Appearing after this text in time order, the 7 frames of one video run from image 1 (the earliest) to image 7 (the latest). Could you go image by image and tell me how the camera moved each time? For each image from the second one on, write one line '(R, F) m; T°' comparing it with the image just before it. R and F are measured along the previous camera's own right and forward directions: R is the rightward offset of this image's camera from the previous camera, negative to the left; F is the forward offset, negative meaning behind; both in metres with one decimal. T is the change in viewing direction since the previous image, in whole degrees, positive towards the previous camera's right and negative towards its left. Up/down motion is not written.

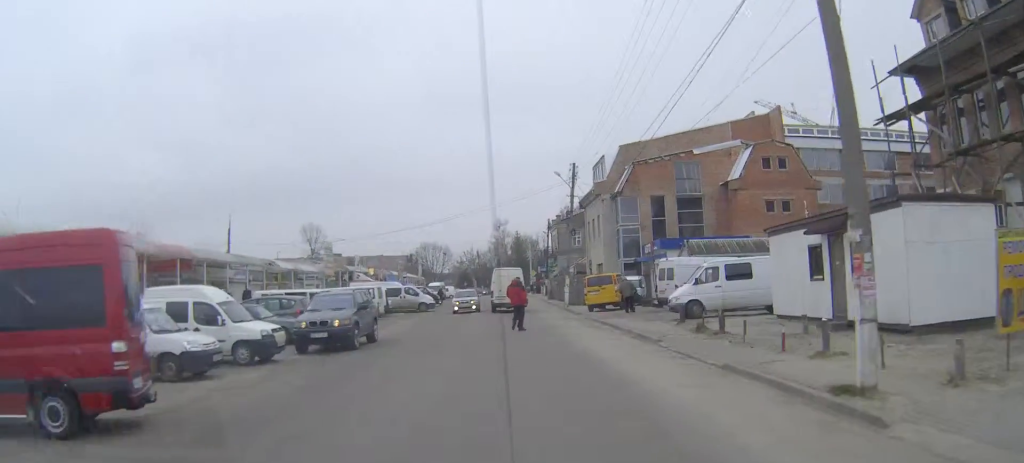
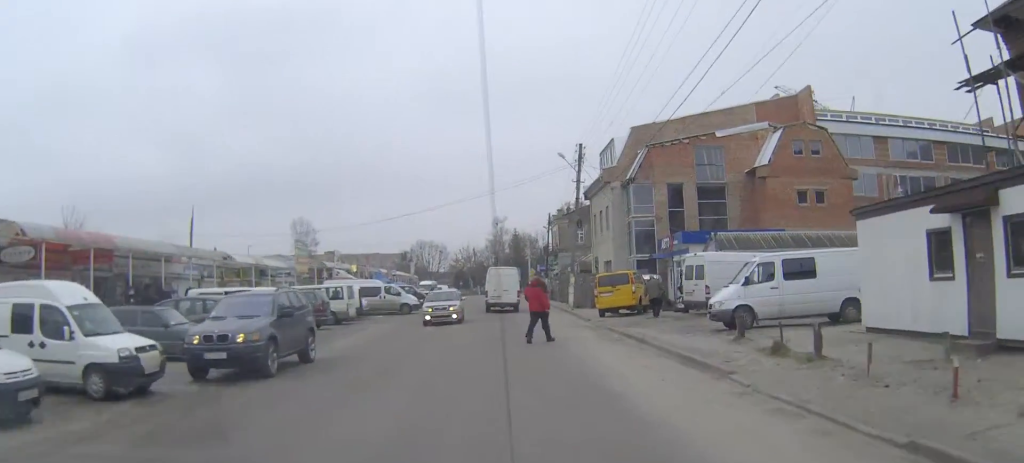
(0.0, +7.1) m; 0°
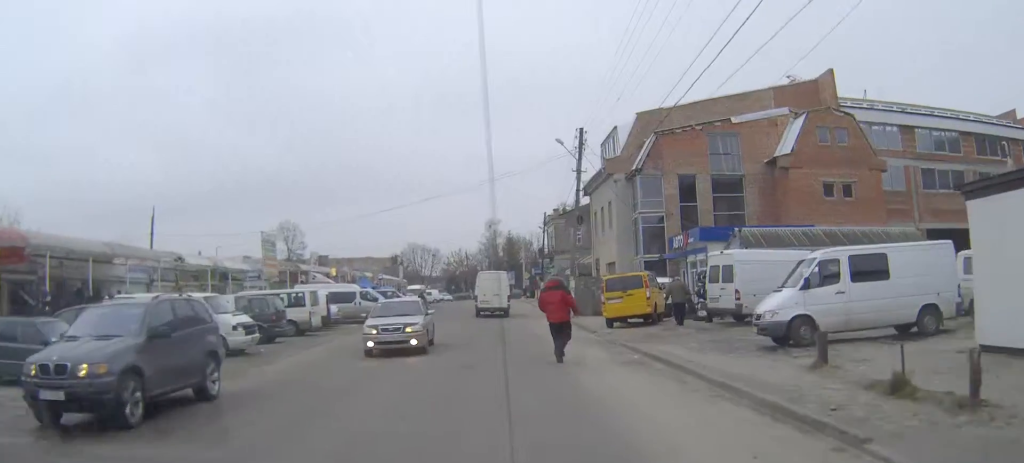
(0.0, +5.8) m; 0°
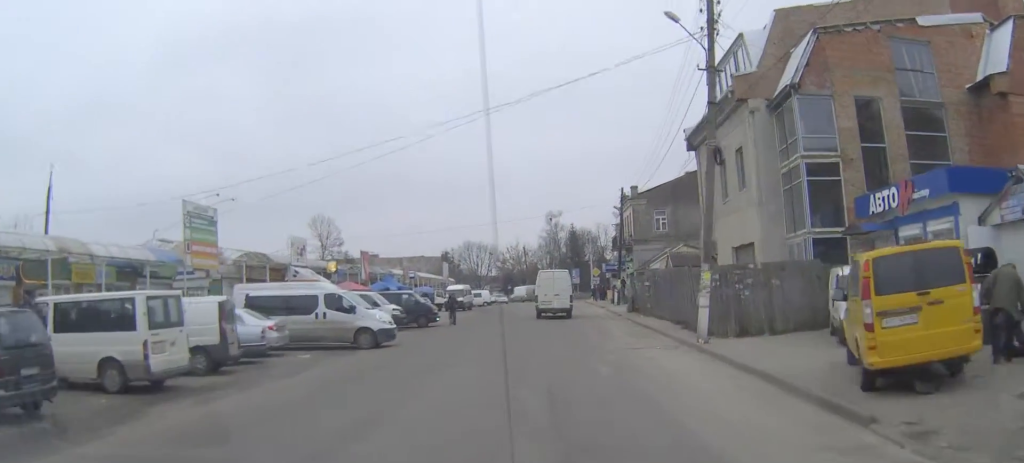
(-0.4, +17.8) m; -3°
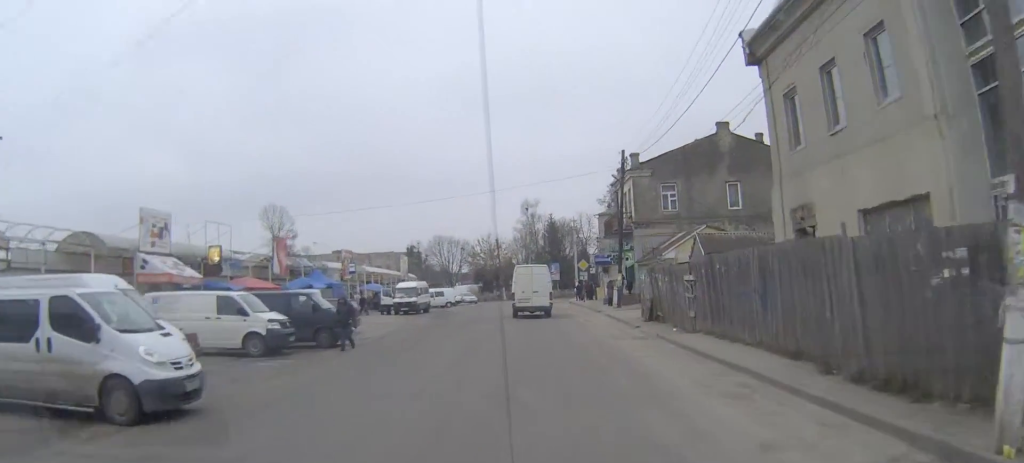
(+0.1, +13.7) m; +1°
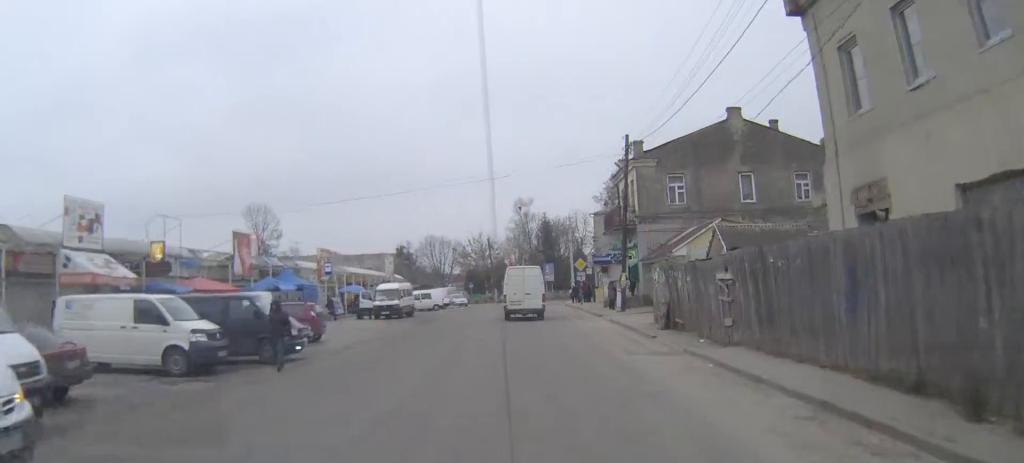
(0.0, +4.6) m; 0°
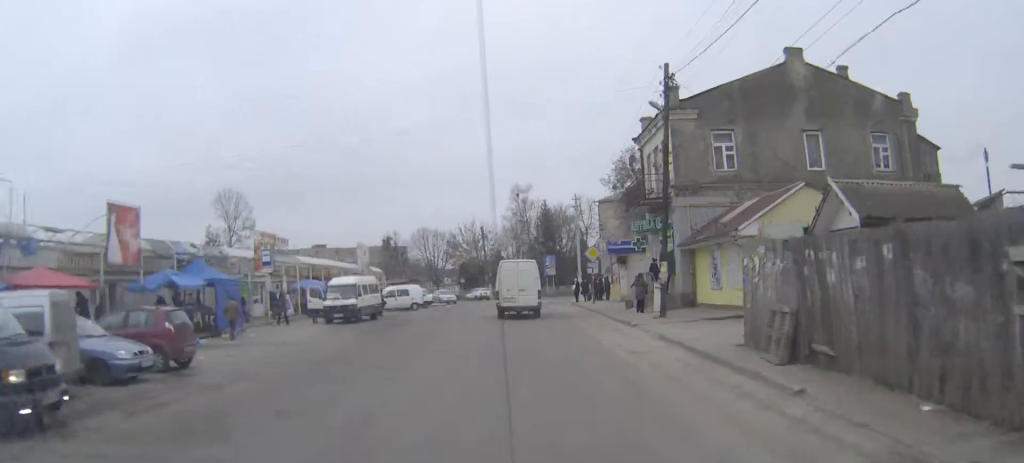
(+0.1, +11.4) m; +1°
